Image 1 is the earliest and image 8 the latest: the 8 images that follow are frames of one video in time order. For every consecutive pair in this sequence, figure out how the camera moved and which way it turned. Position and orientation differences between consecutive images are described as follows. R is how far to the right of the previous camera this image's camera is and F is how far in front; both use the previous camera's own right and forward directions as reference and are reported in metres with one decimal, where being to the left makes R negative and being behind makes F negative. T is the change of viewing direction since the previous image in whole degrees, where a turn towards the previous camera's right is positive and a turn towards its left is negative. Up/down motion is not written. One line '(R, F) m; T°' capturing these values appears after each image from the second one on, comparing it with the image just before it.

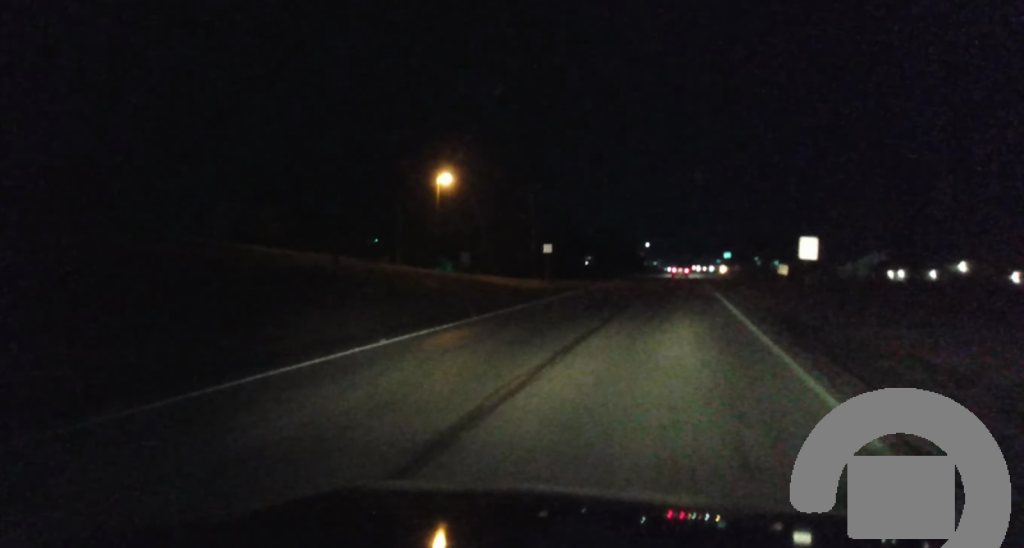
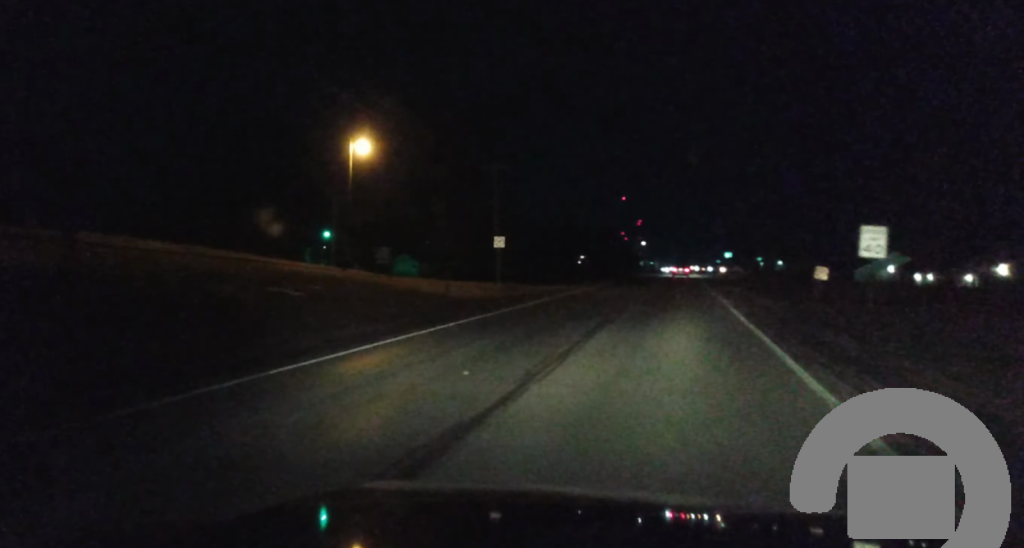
(0.0, +19.3) m; +1°
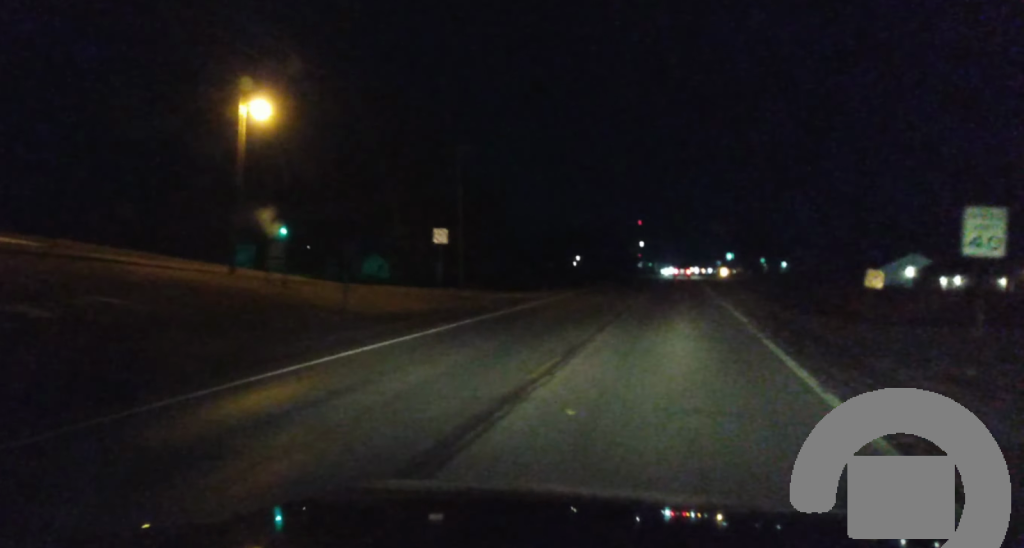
(+0.1, +14.0) m; +1°
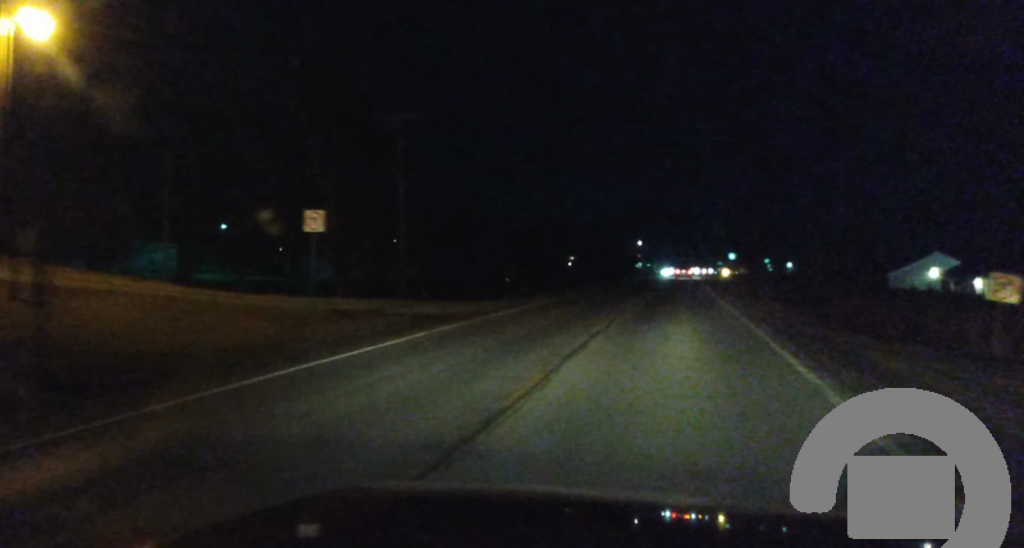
(+0.1, +14.5) m; 0°
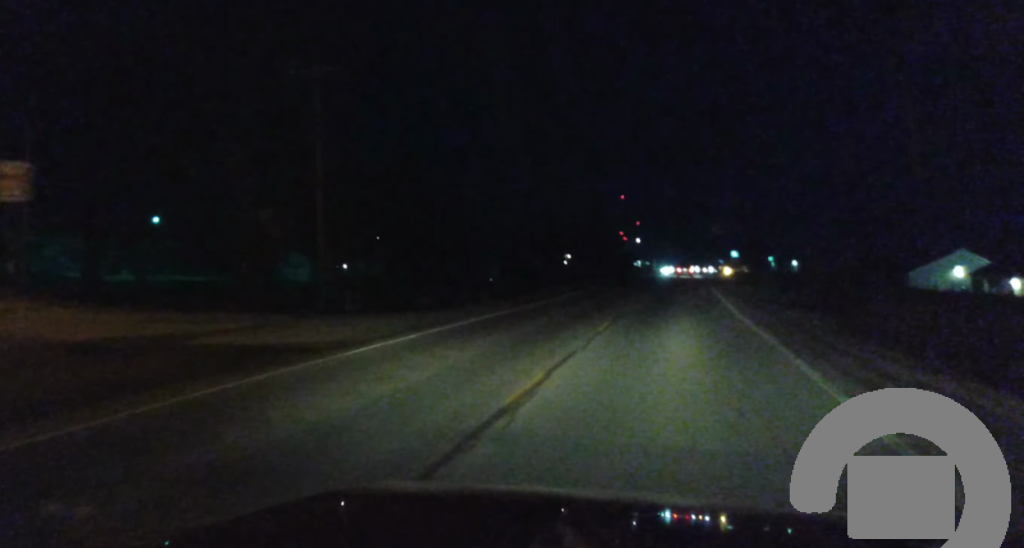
(0.0, +12.1) m; -1°
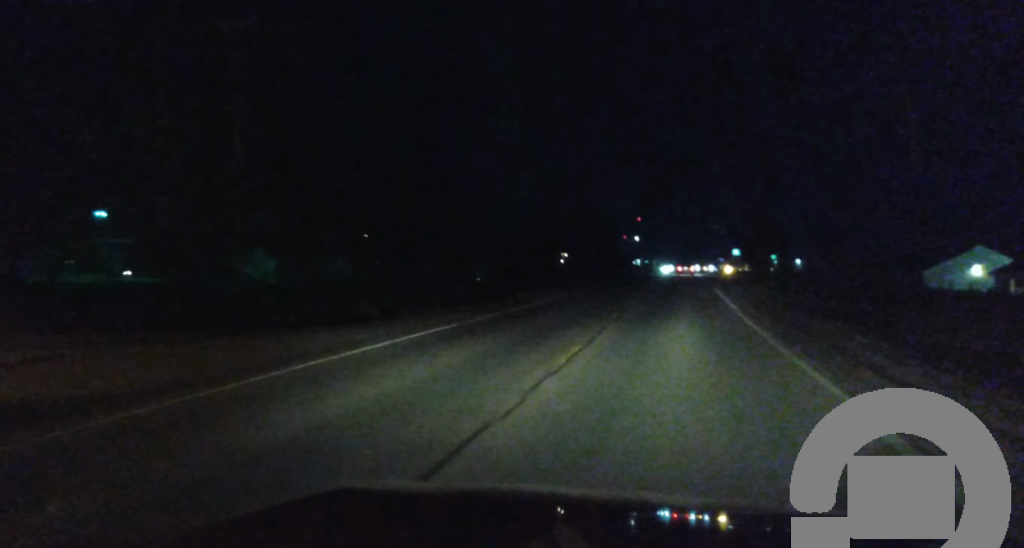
(-0.1, +7.5) m; 0°
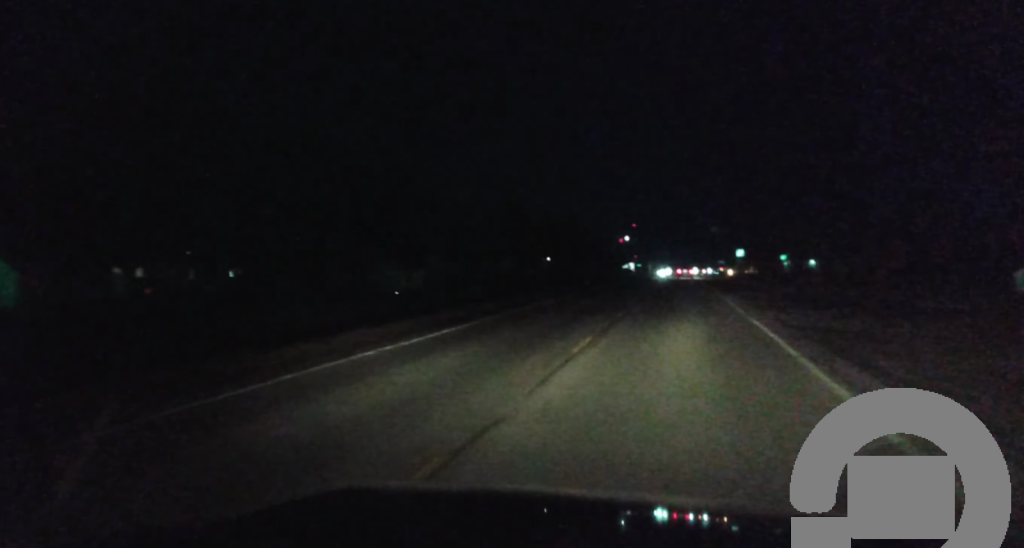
(0.0, +34.6) m; -1°
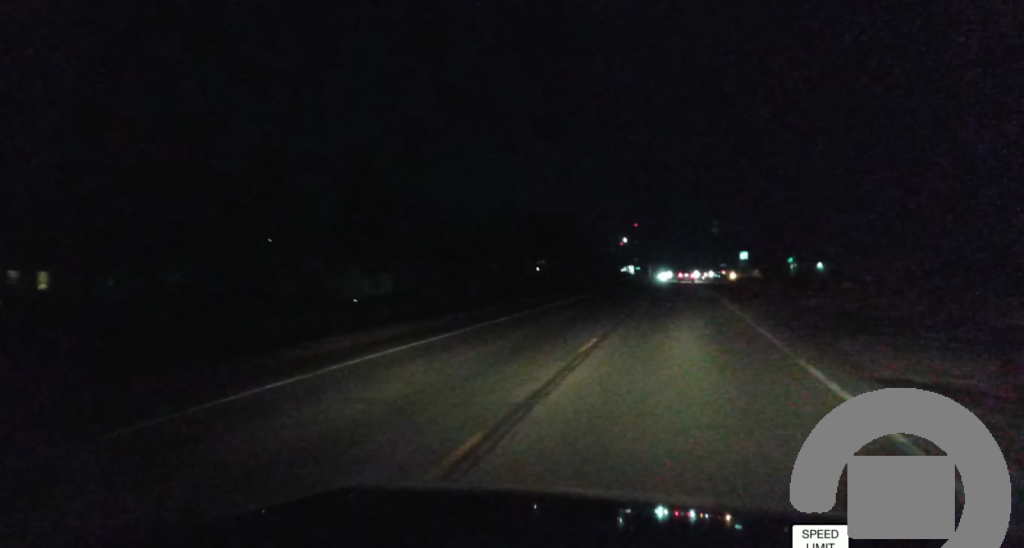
(-0.1, +11.6) m; 0°
